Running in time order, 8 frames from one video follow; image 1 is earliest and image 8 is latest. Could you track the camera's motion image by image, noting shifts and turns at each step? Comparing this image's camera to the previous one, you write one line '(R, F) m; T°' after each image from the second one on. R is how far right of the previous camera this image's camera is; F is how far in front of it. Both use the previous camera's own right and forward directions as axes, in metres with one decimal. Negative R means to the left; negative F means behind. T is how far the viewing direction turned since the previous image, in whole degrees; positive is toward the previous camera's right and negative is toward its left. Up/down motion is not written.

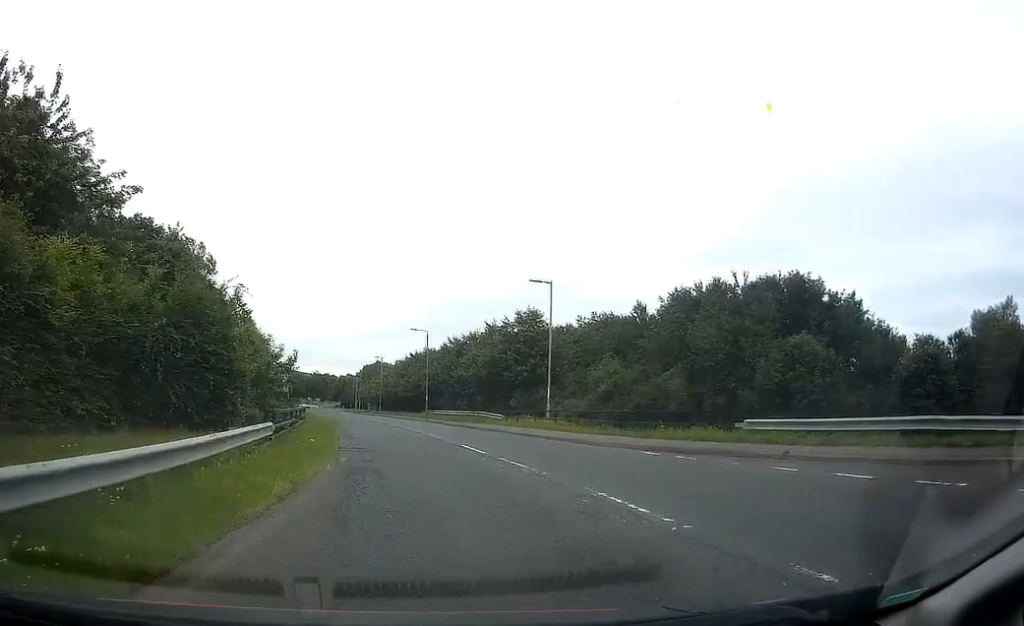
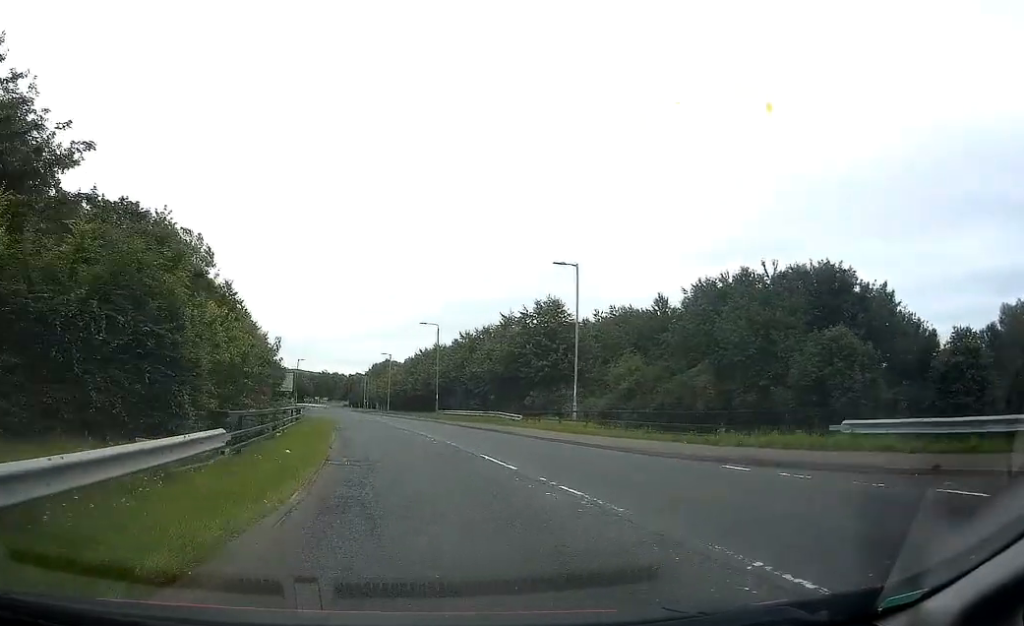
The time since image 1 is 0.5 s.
(0.0, +4.6) m; -1°
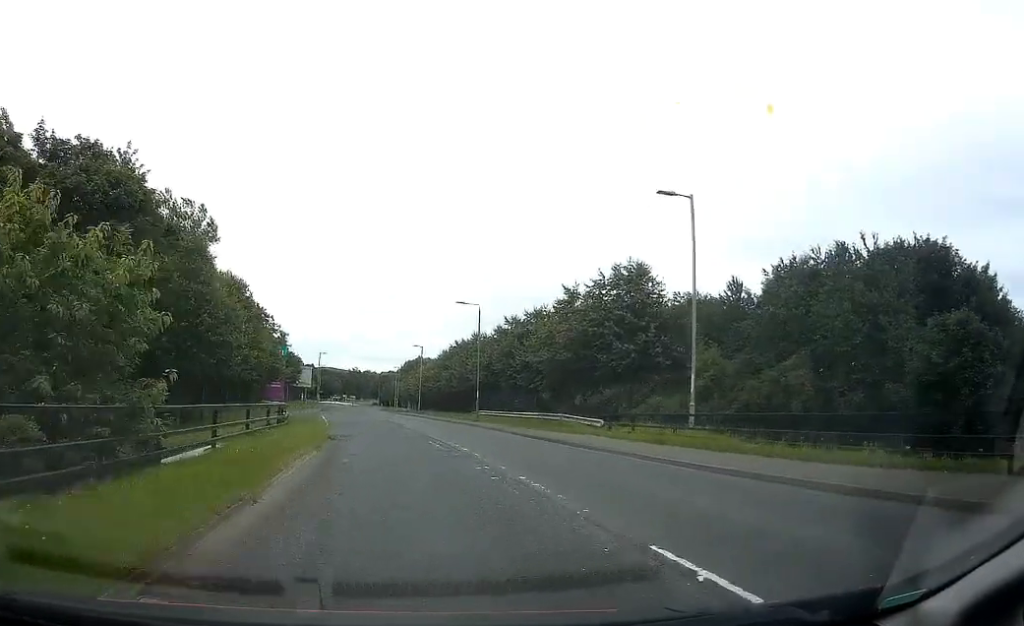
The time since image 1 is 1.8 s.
(-0.3, +12.1) m; -3°
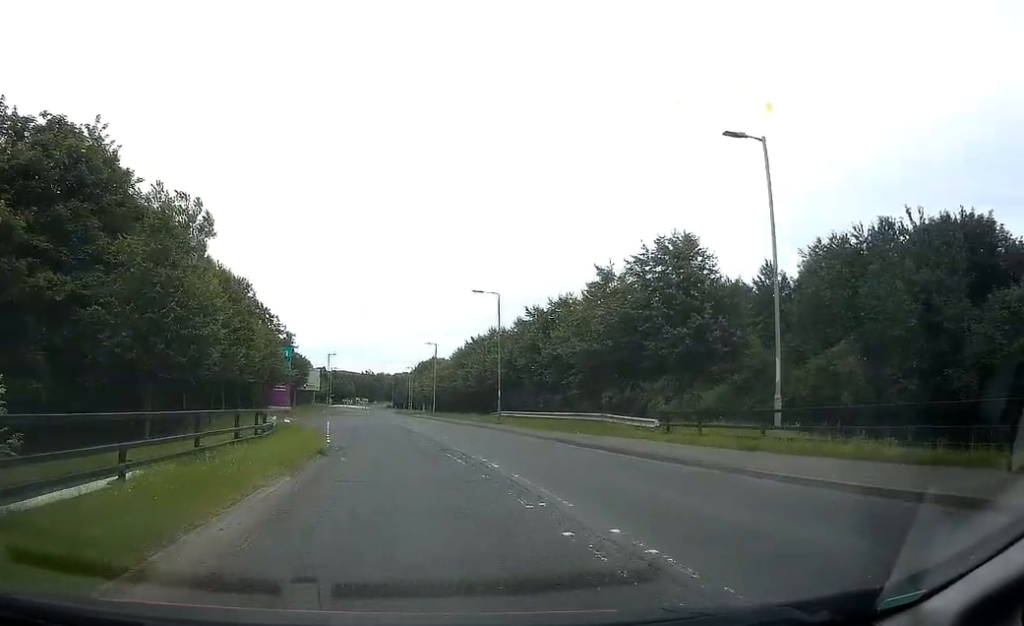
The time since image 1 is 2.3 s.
(-0.1, +4.8) m; -1°
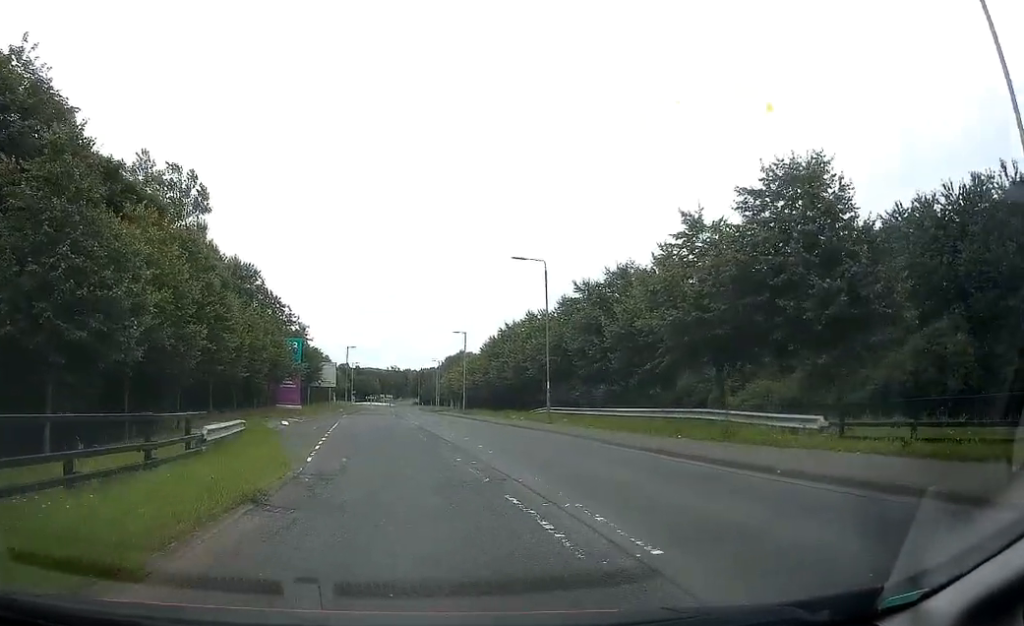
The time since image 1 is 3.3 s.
(-0.1, +8.8) m; -3°
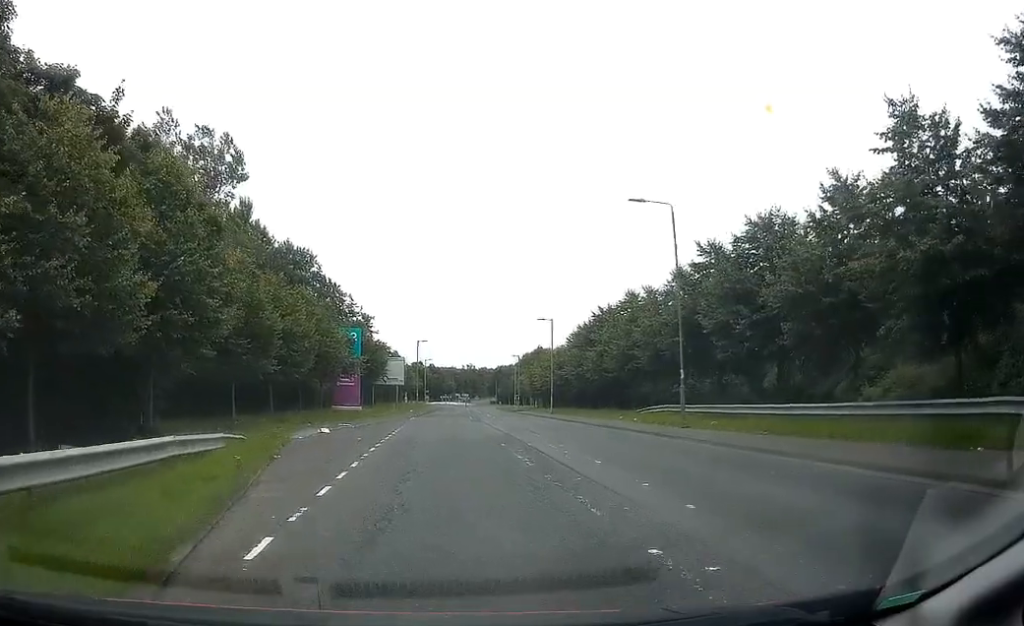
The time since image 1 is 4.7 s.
(-0.6, +10.6) m; -6°
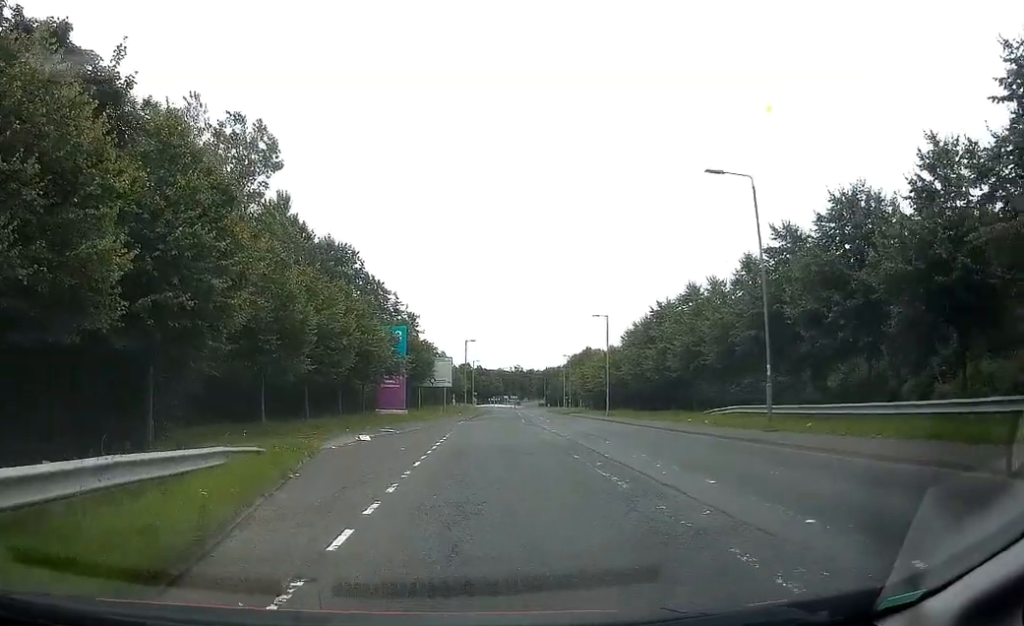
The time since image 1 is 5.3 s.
(0.0, +3.7) m; -2°
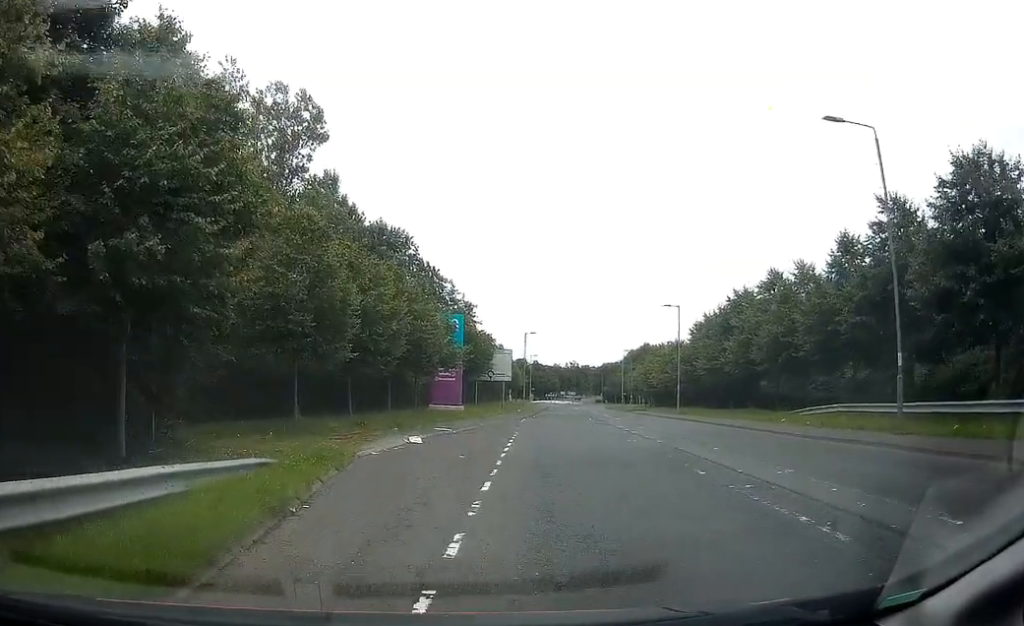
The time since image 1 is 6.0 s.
(0.0, +4.9) m; -3°
